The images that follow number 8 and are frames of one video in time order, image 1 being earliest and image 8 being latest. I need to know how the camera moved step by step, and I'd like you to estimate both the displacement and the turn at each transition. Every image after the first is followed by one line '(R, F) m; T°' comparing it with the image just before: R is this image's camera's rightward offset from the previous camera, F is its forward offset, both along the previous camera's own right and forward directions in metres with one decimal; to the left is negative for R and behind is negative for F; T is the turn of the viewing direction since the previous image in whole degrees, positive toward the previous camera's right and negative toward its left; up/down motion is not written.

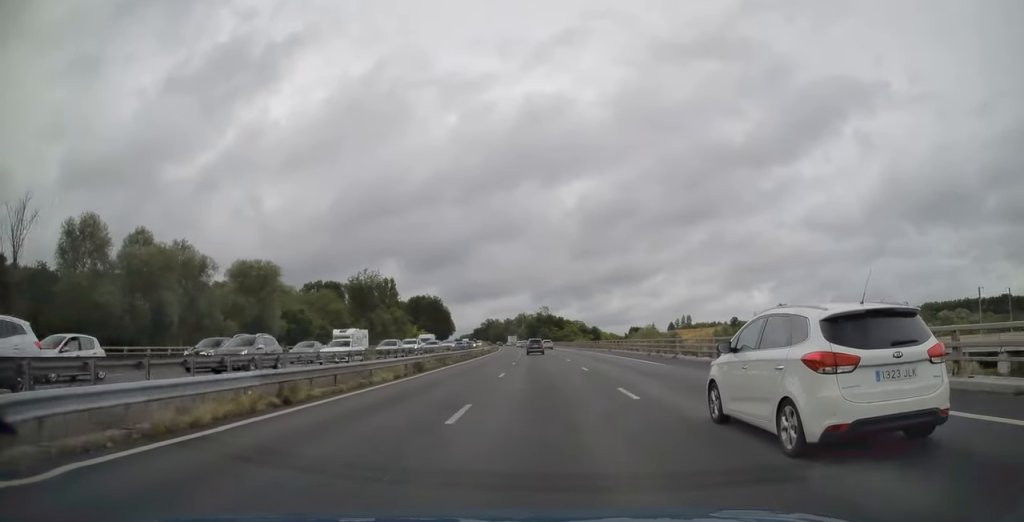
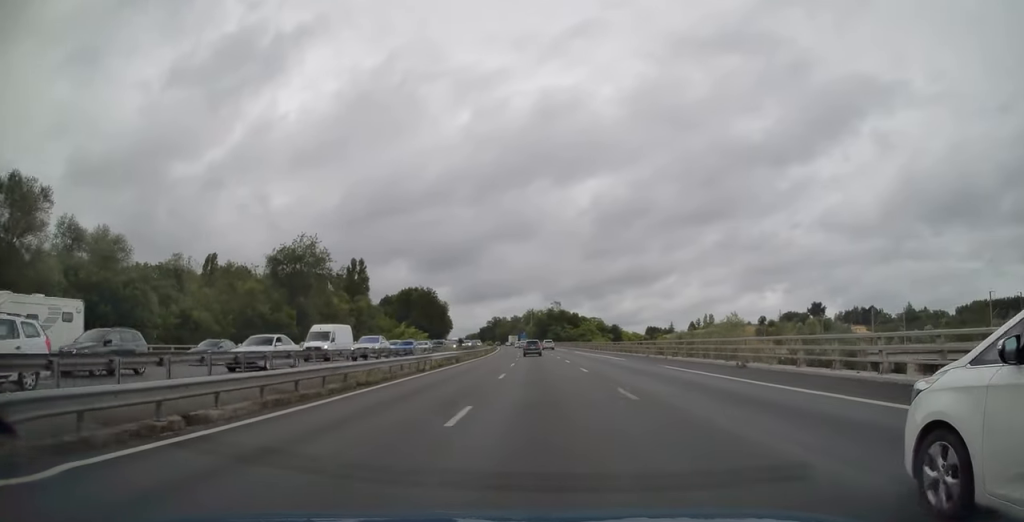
(-0.5, +39.3) m; -2°
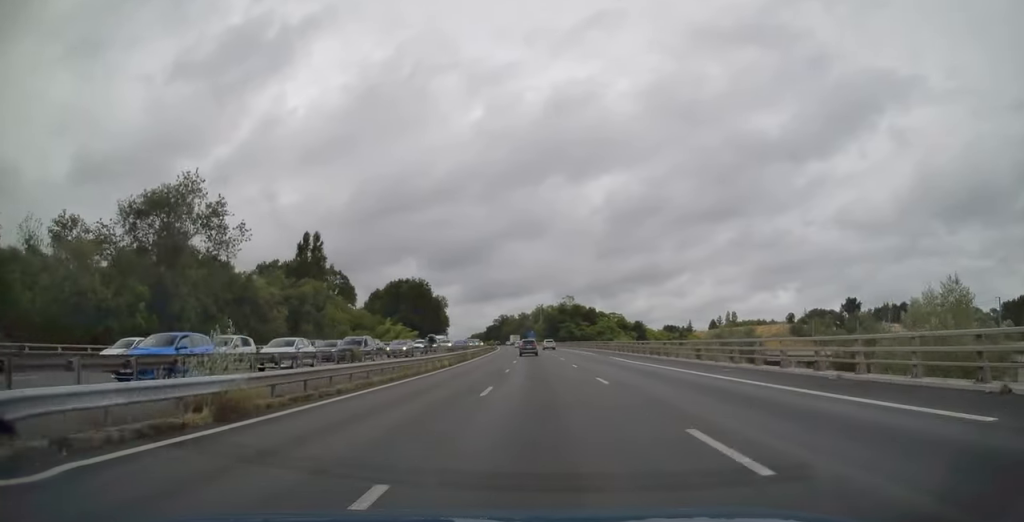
(-0.4, +33.6) m; -1°
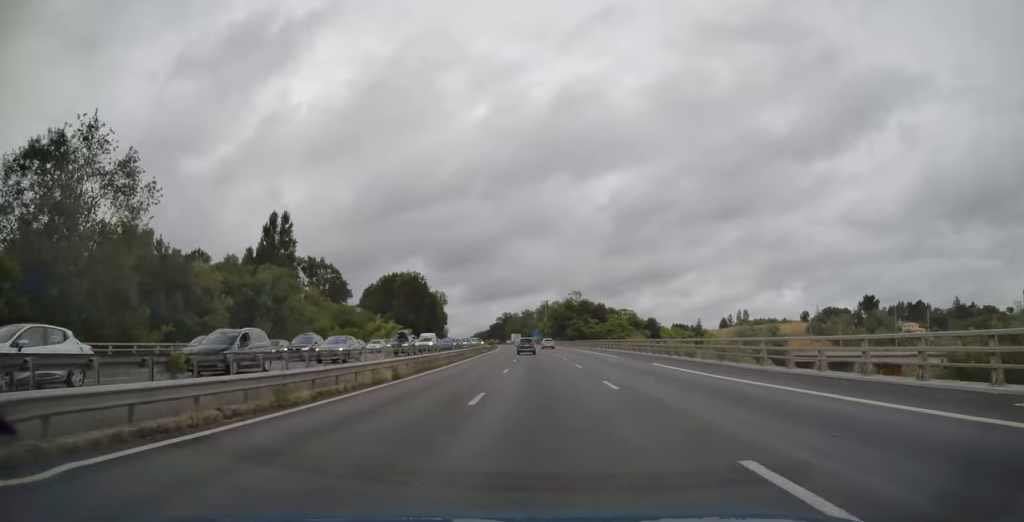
(+0.1, +15.4) m; 0°
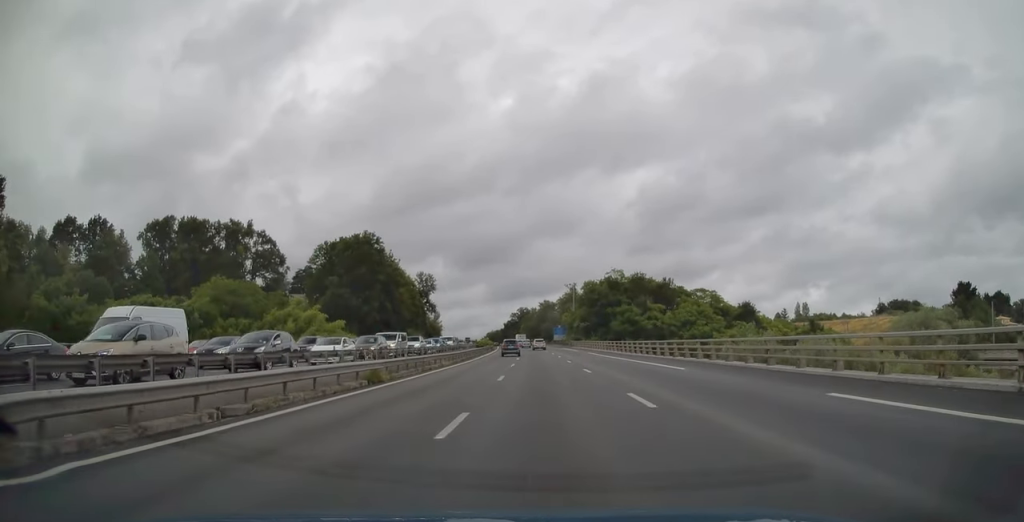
(-1.3, +70.1) m; -2°
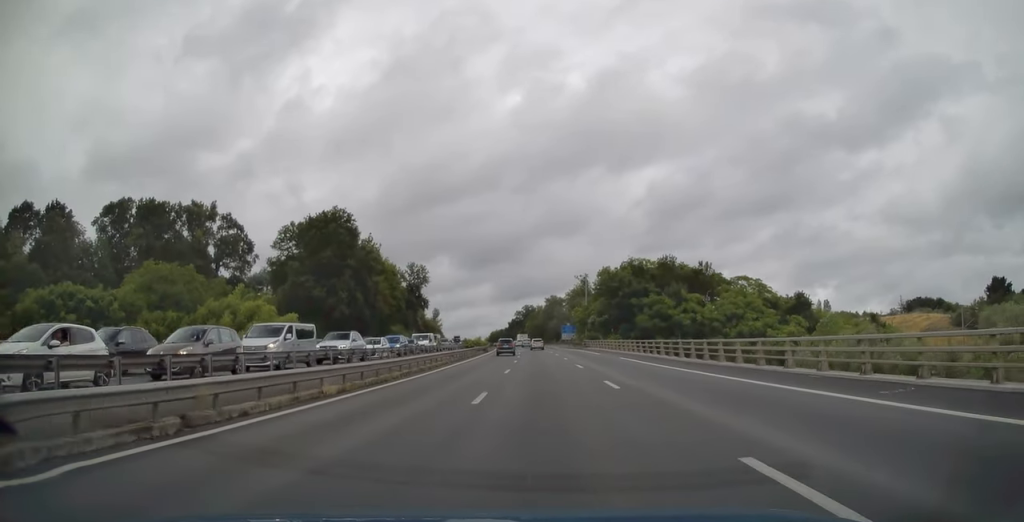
(-0.1, +21.3) m; -1°
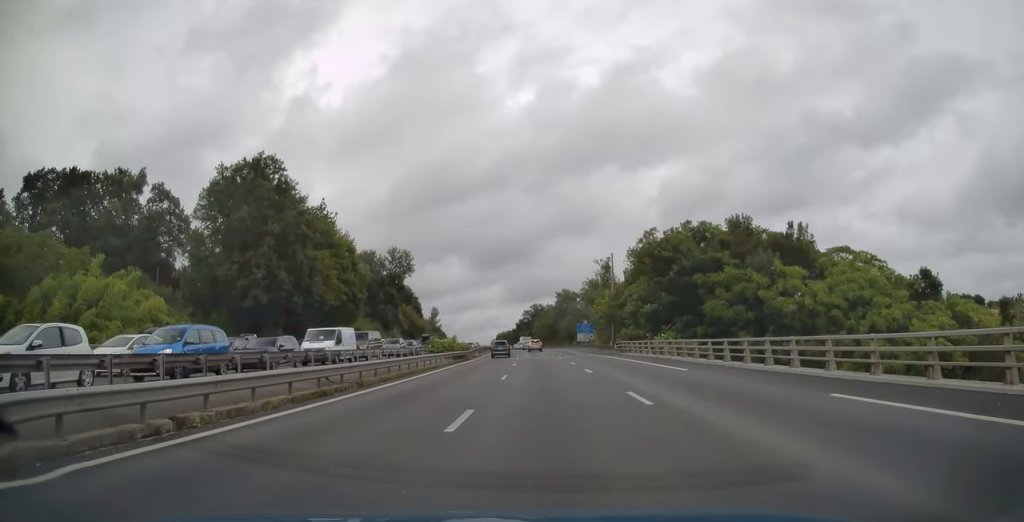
(-0.2, +30.4) m; -1°
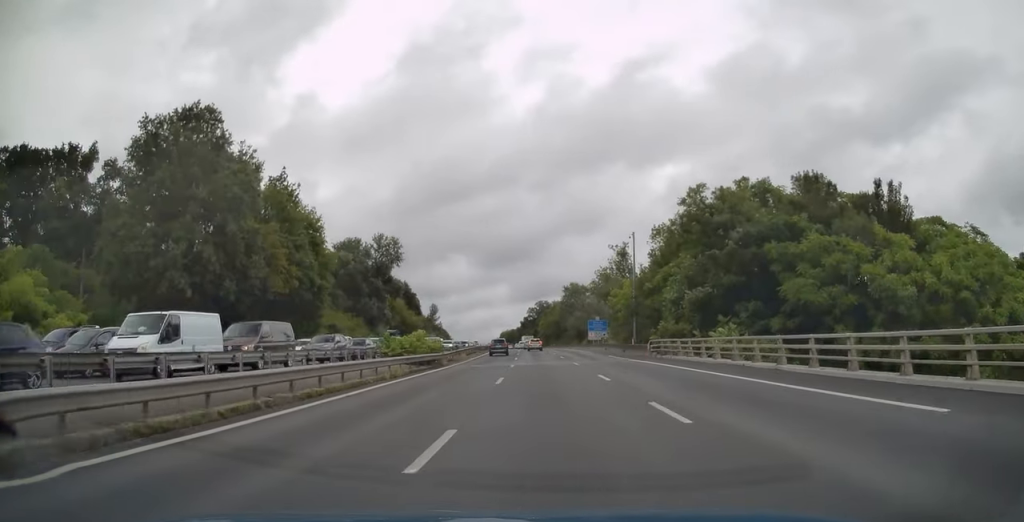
(-0.1, +16.0) m; 0°
